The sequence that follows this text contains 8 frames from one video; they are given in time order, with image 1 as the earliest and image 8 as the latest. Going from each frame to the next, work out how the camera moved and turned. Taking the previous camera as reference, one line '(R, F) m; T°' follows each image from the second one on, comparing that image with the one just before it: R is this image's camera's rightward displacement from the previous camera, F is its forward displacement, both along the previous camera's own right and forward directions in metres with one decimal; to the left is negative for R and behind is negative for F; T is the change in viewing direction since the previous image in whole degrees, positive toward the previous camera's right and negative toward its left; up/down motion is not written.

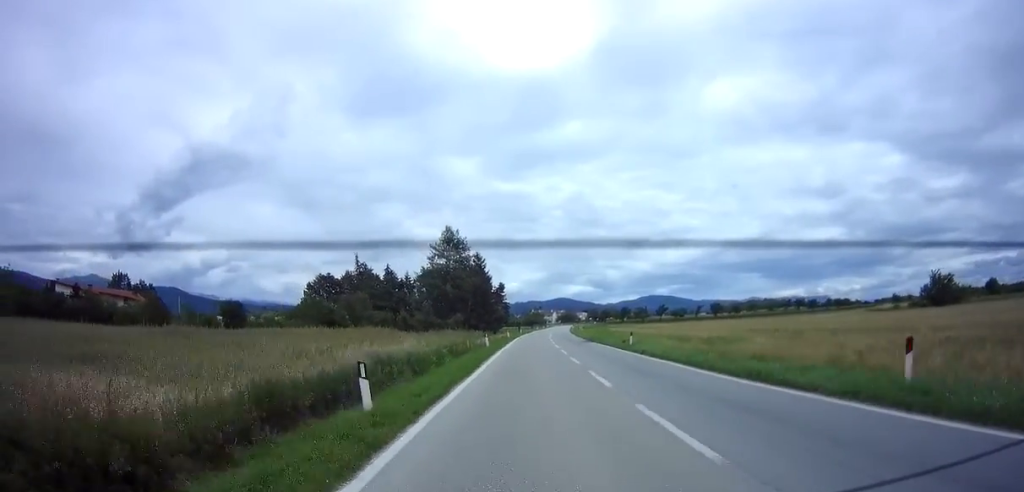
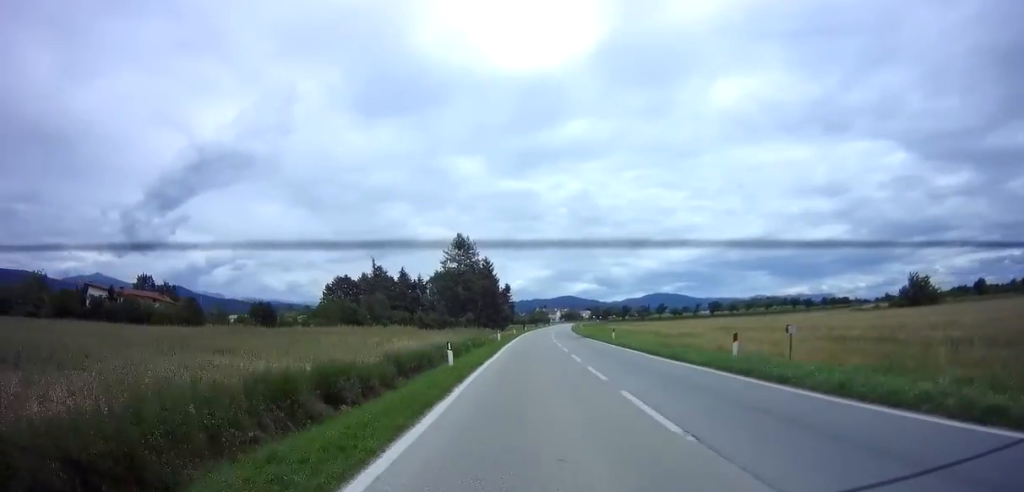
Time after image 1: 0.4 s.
(-0.1, +8.5) m; -1°
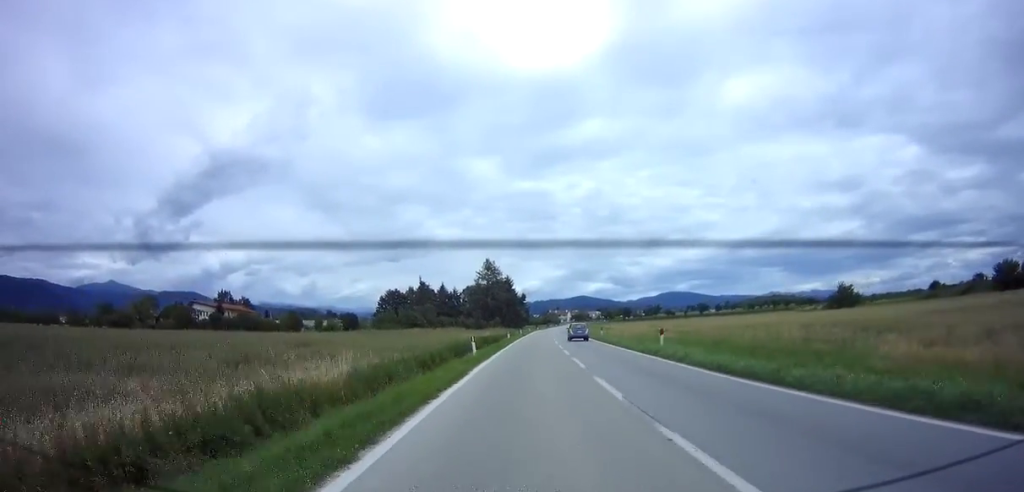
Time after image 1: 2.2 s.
(-0.3, +34.9) m; -1°
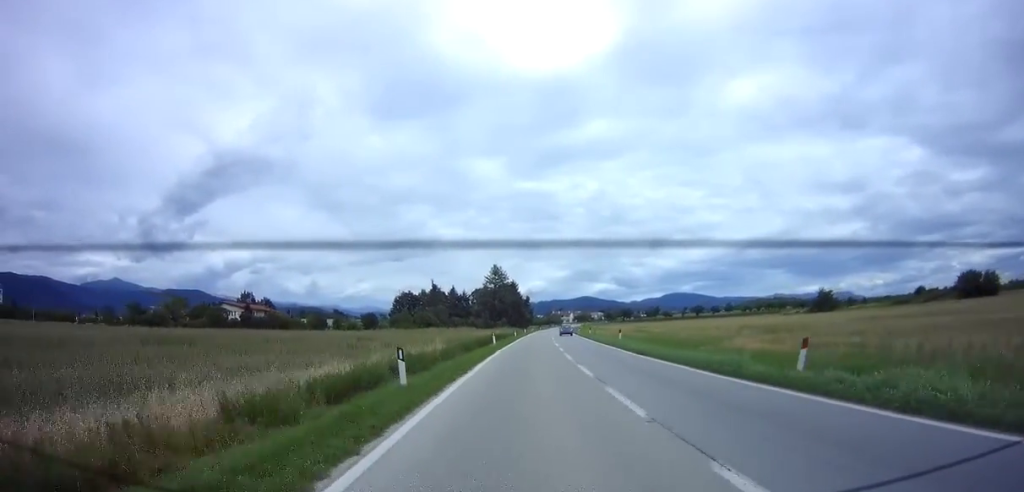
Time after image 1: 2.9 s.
(0.0, +12.2) m; -1°
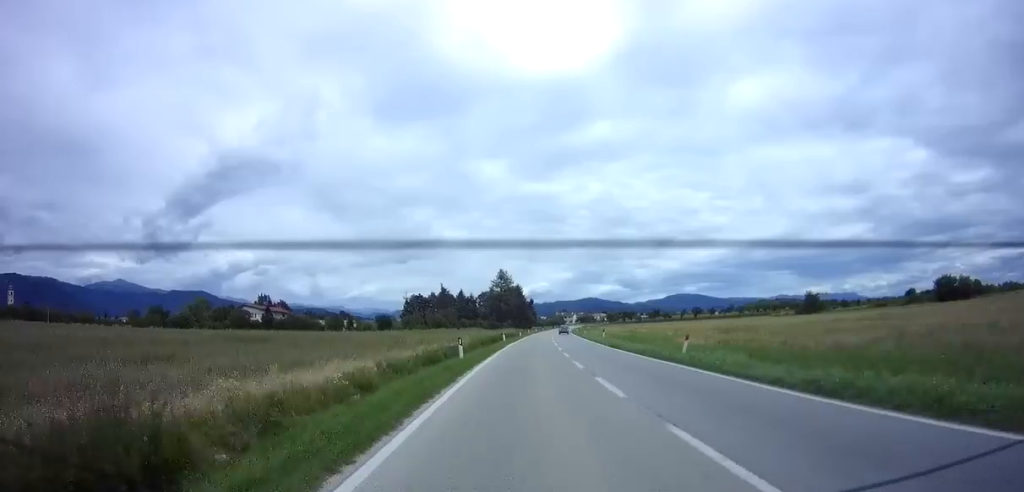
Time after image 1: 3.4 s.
(-0.1, +9.7) m; -1°
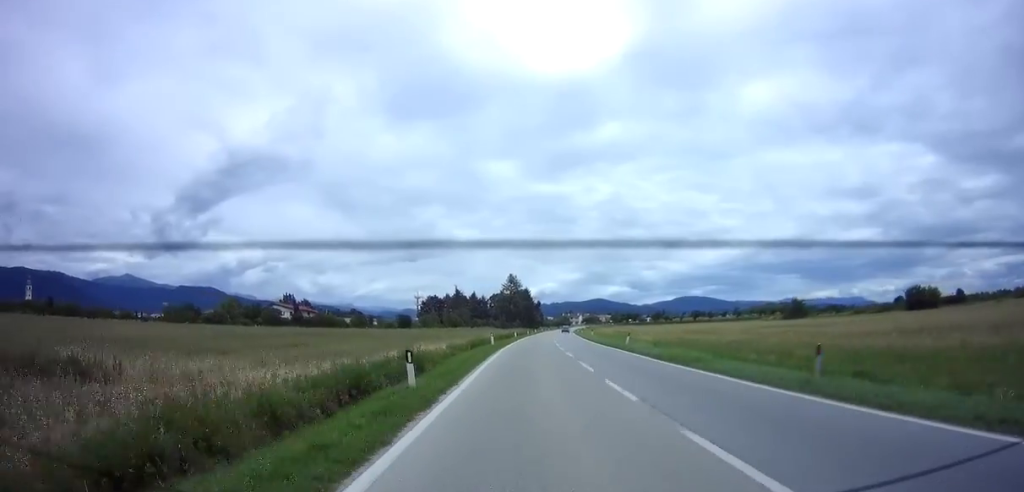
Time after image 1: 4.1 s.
(-0.1, +14.2) m; 0°
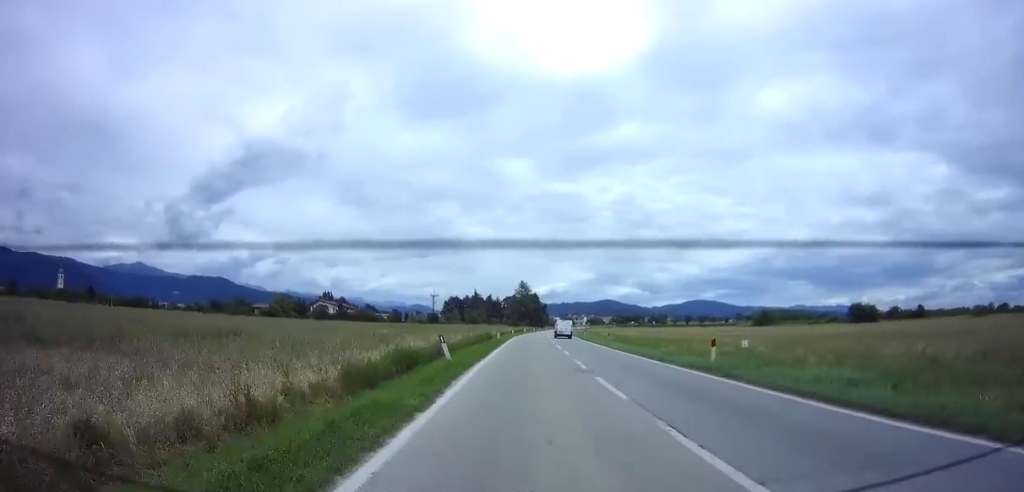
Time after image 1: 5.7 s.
(0.0, +31.9) m; 0°
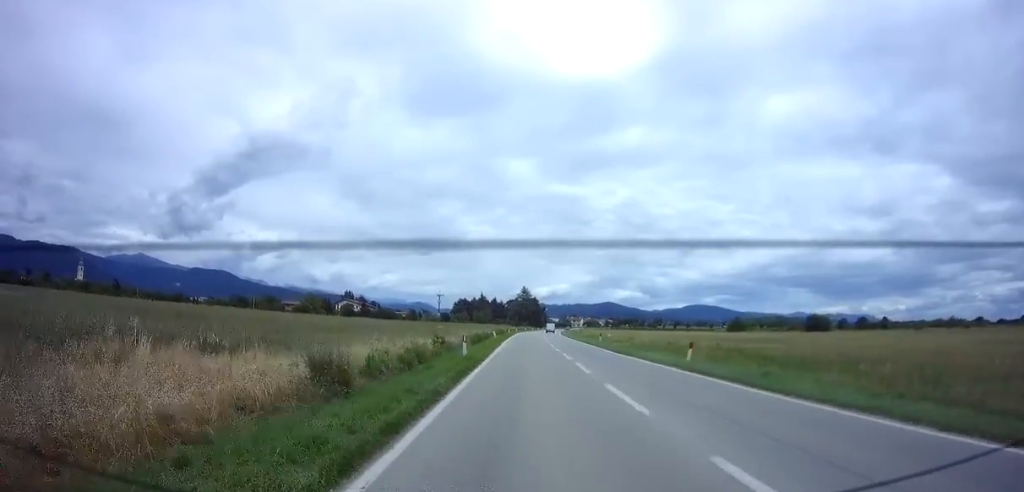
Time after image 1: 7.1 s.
(-0.4, +27.3) m; -1°
